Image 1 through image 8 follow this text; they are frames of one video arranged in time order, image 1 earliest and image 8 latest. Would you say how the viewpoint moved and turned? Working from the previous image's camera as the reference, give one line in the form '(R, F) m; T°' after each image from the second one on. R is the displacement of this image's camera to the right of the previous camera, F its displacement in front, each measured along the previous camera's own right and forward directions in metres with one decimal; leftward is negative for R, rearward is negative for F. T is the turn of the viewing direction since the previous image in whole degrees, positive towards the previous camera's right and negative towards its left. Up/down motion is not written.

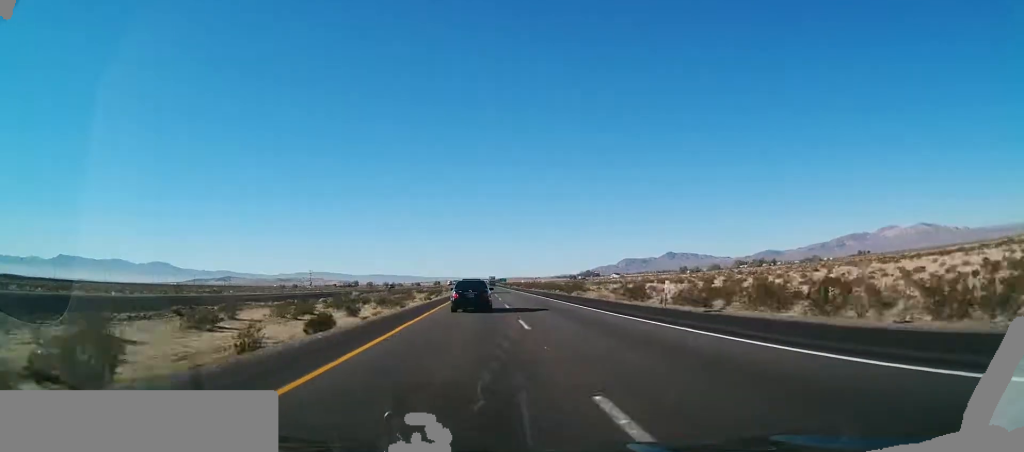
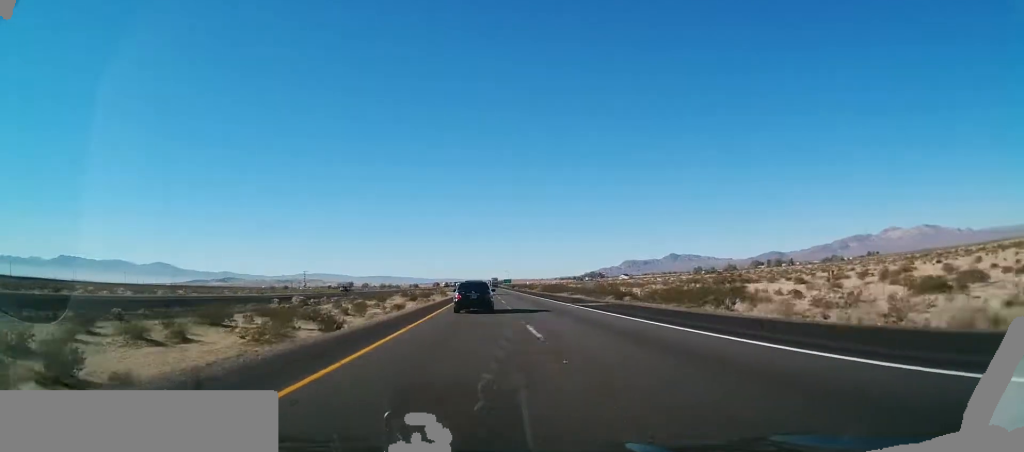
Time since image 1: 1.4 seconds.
(0.0, +46.0) m; 0°
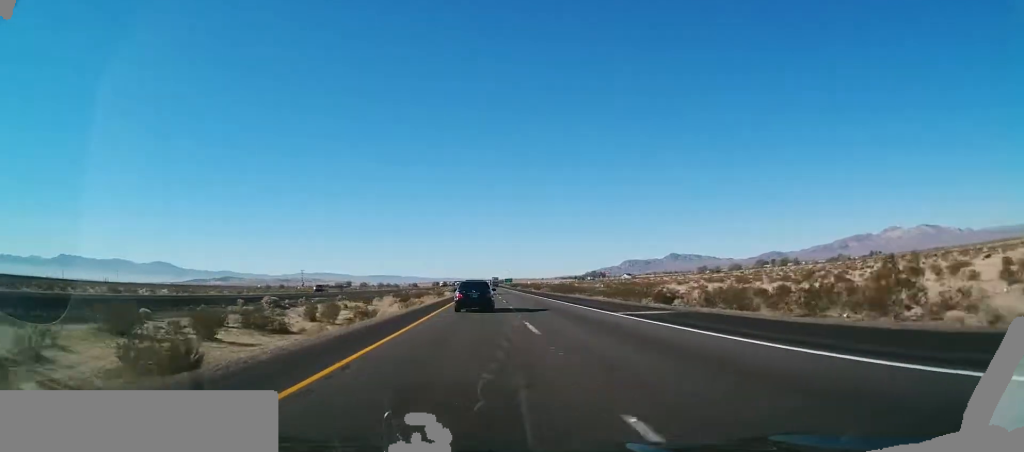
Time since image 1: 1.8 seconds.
(0.0, +13.5) m; 0°
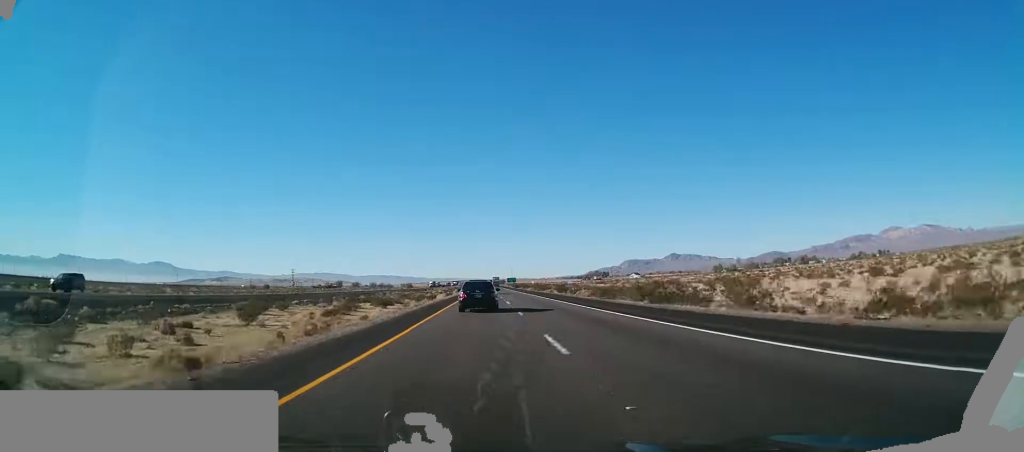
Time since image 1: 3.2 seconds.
(+0.1, +48.5) m; 0°
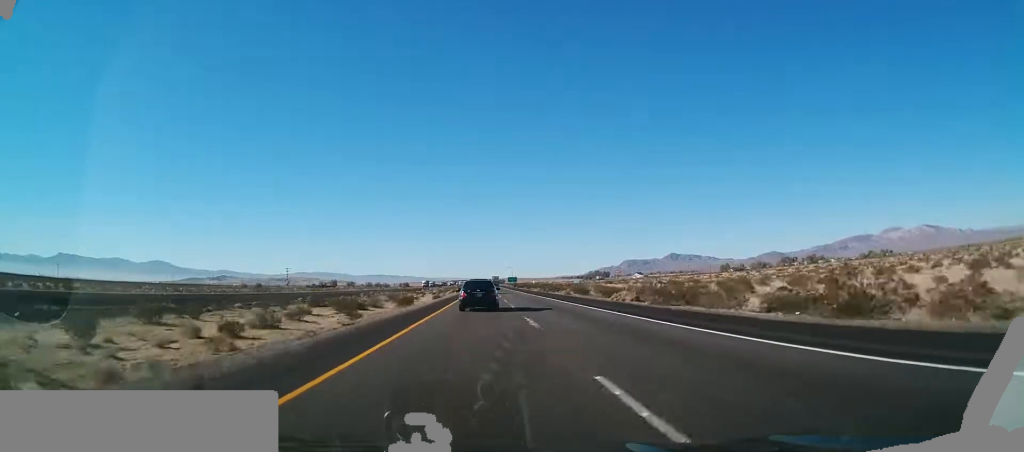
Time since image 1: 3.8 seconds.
(-0.1, +21.6) m; 0°
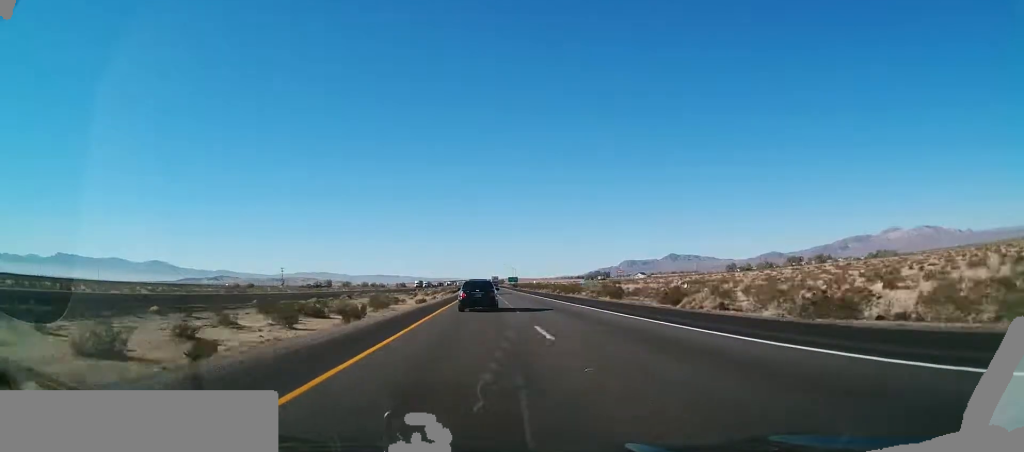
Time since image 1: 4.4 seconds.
(-0.3, +19.4) m; 0°
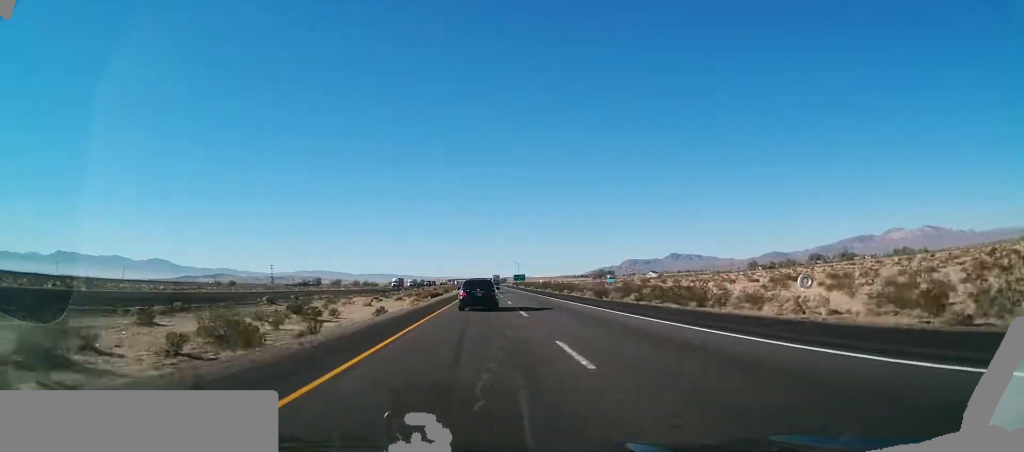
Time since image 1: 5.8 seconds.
(+0.6, +48.7) m; 0°
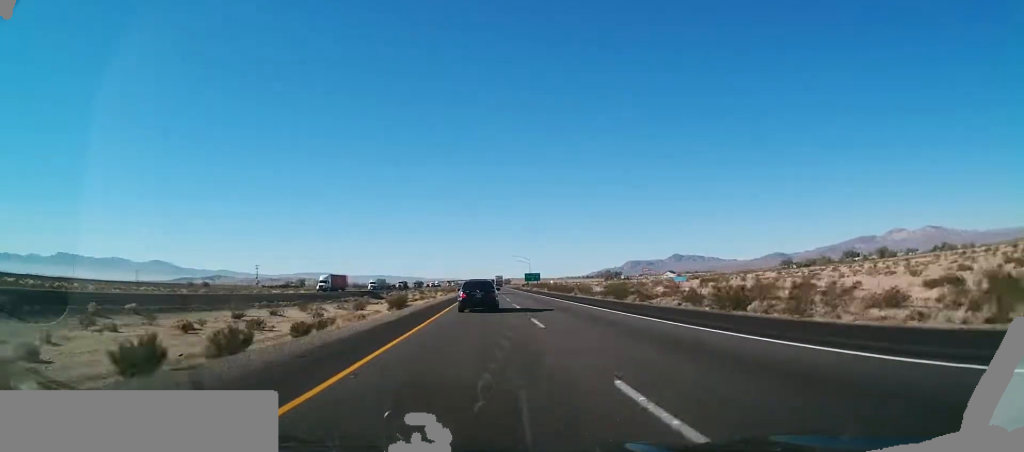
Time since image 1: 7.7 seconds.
(-1.0, +64.1) m; -1°
